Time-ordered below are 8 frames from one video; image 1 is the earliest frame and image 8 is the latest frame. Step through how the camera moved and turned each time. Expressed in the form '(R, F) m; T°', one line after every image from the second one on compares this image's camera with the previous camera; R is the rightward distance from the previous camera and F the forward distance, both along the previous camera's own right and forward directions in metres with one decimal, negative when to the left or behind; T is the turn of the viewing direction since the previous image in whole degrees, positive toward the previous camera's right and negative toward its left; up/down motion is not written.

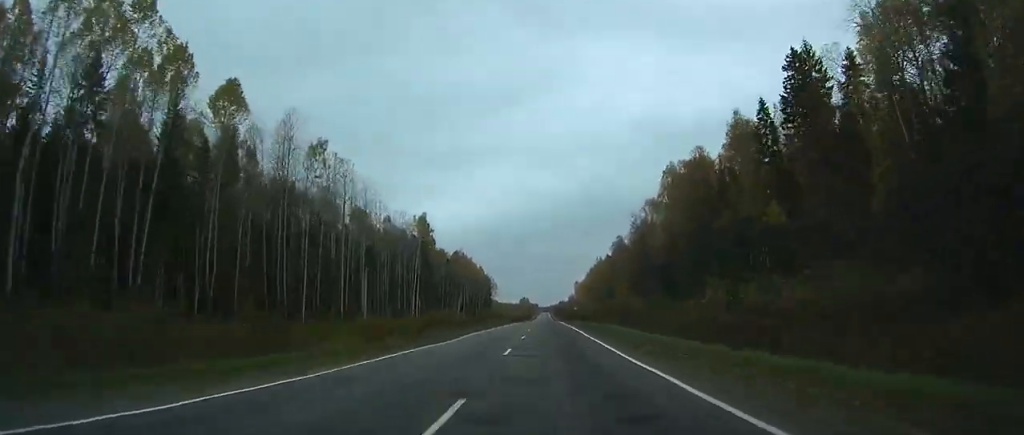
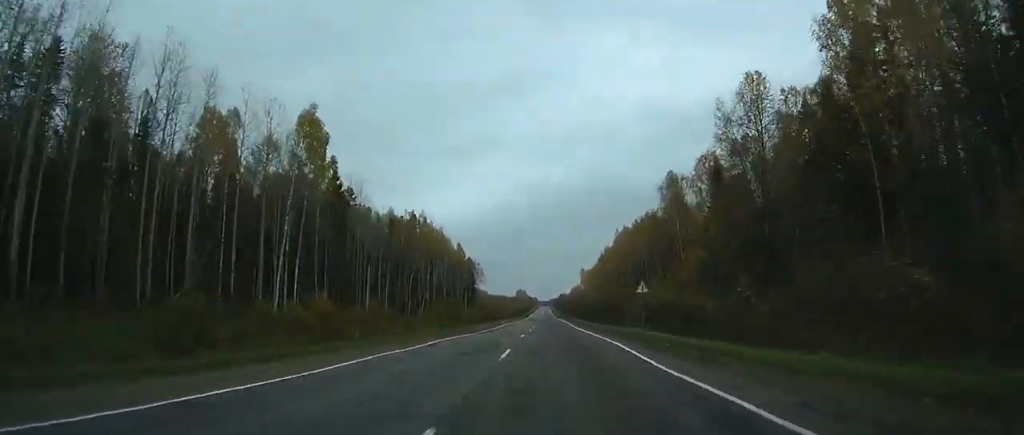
(0.0, +71.4) m; 0°
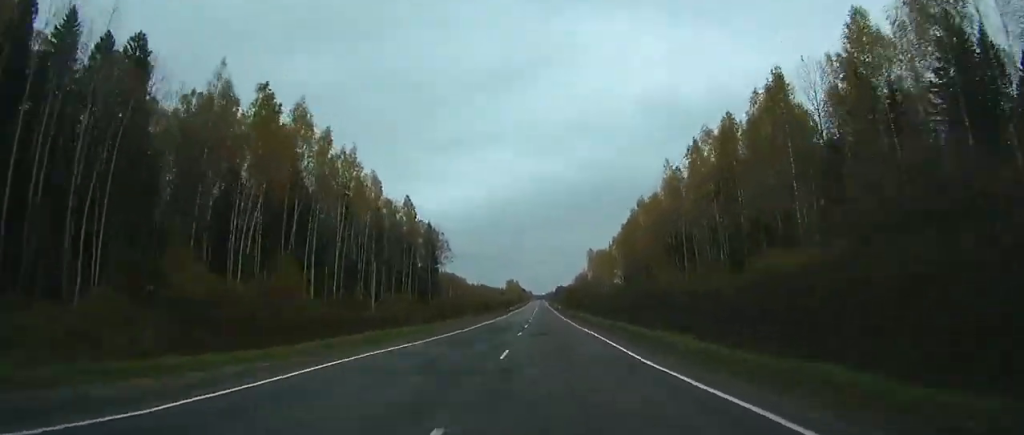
(+0.2, +83.0) m; 0°
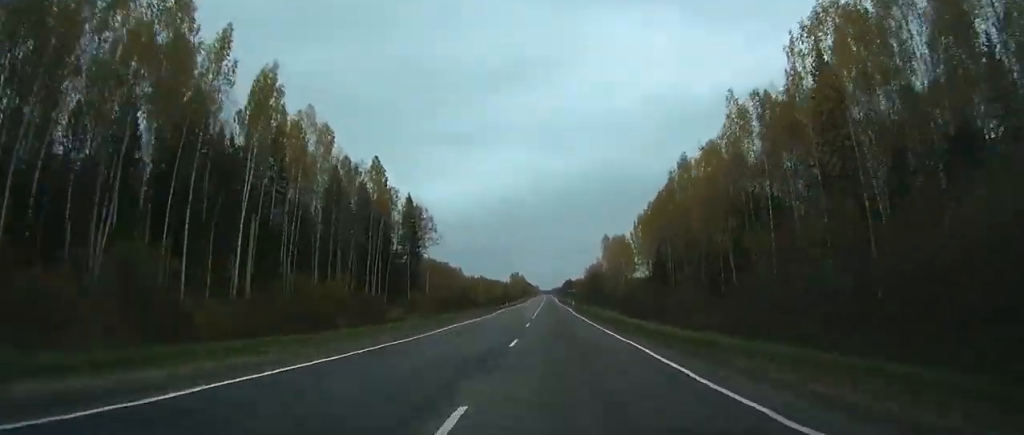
(0.0, +36.2) m; 0°
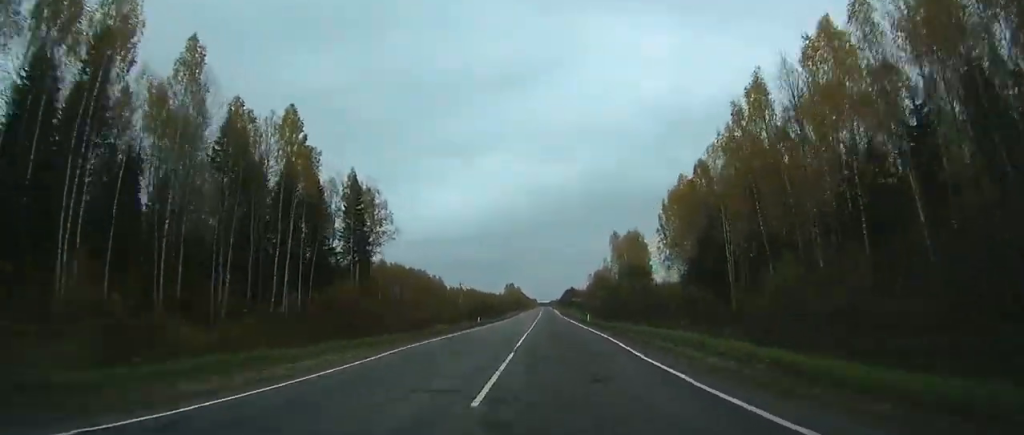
(0.0, +39.9) m; 0°
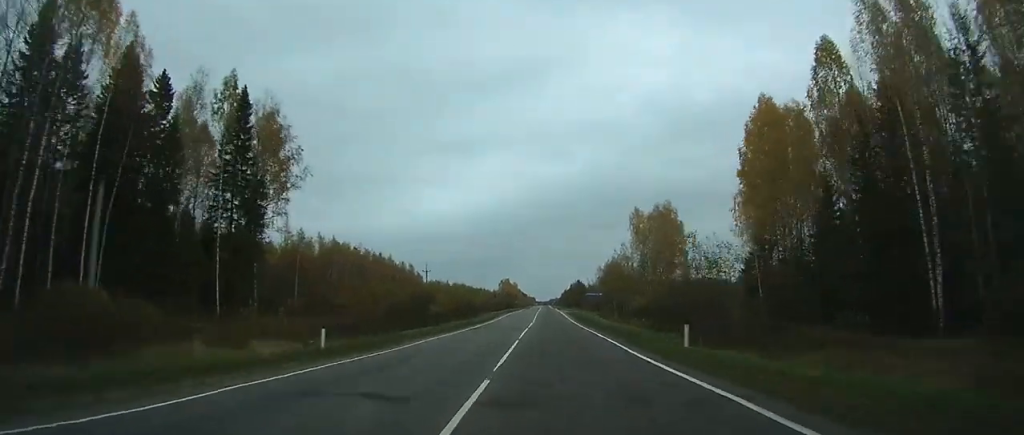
(0.0, +42.2) m; 0°
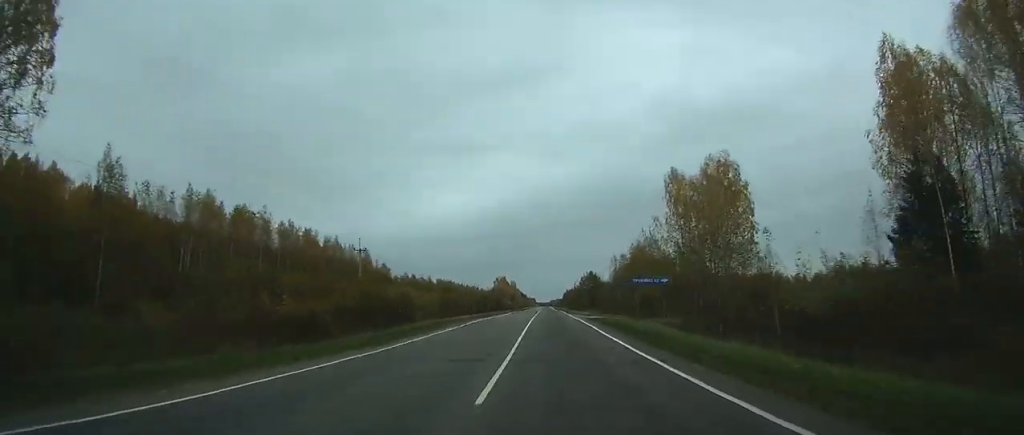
(0.0, +39.2) m; 0°
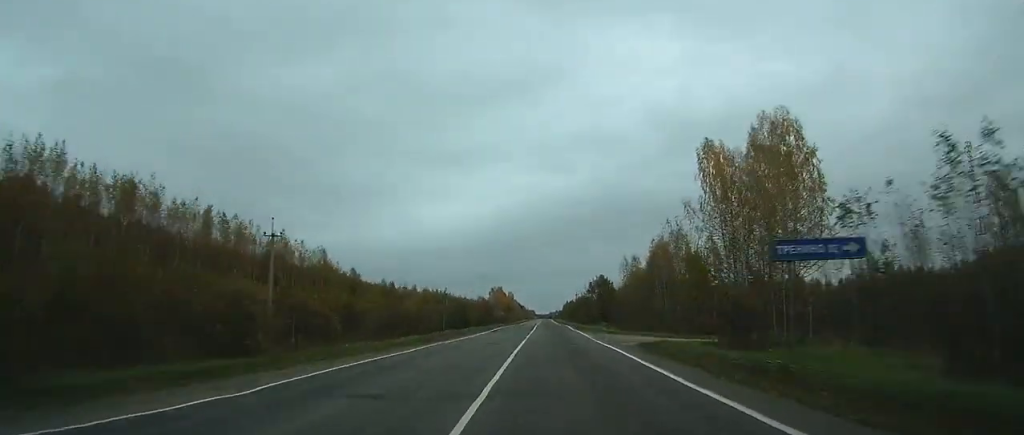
(0.0, +21.8) m; 0°
